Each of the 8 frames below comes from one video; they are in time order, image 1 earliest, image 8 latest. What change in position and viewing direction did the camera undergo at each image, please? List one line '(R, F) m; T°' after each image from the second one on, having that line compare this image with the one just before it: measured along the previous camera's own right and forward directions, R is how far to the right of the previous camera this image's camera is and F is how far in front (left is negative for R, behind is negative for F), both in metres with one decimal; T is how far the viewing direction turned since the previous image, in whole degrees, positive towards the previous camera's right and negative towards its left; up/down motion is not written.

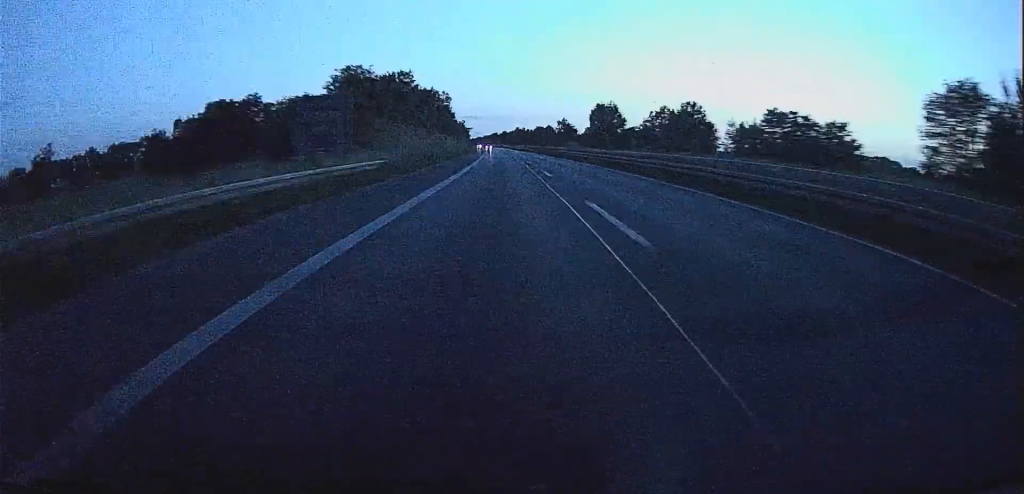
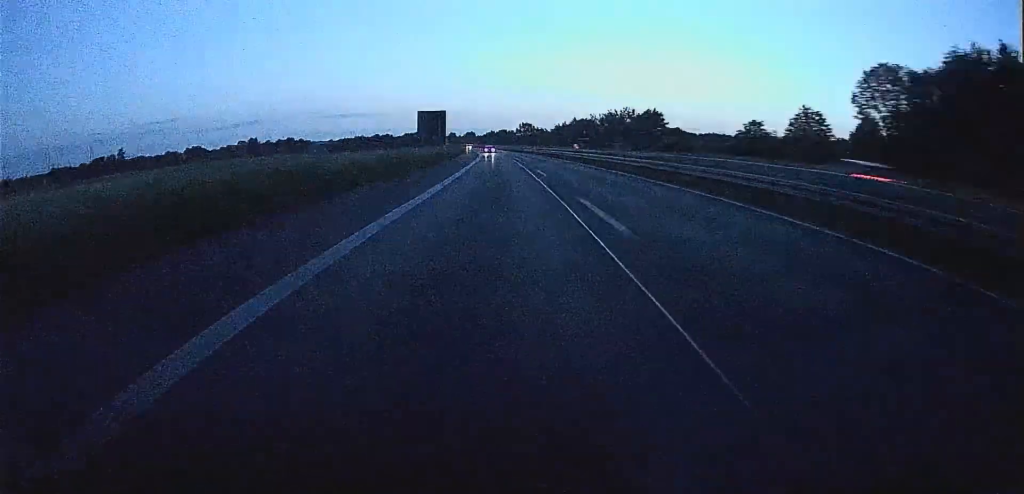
(+43.5, +390.3) m; +12°
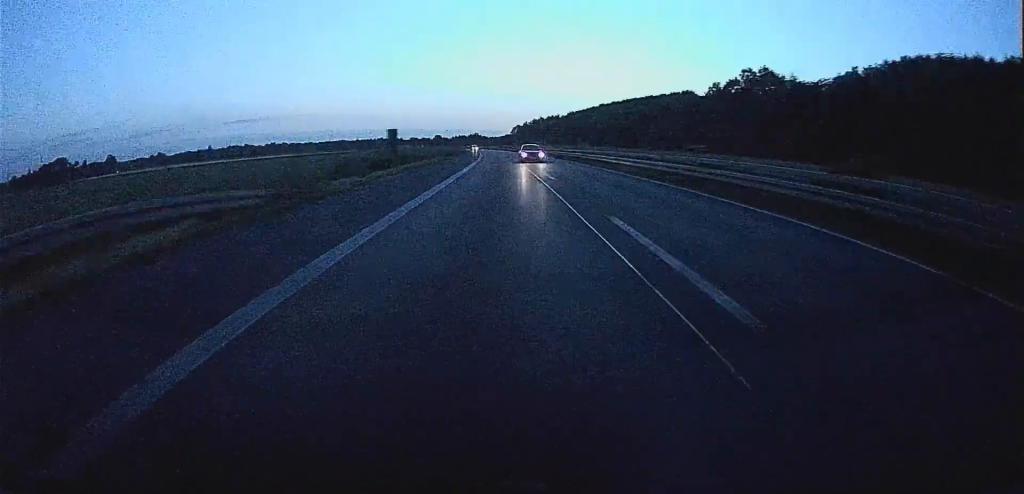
(+26.5, +336.0) m; +9°
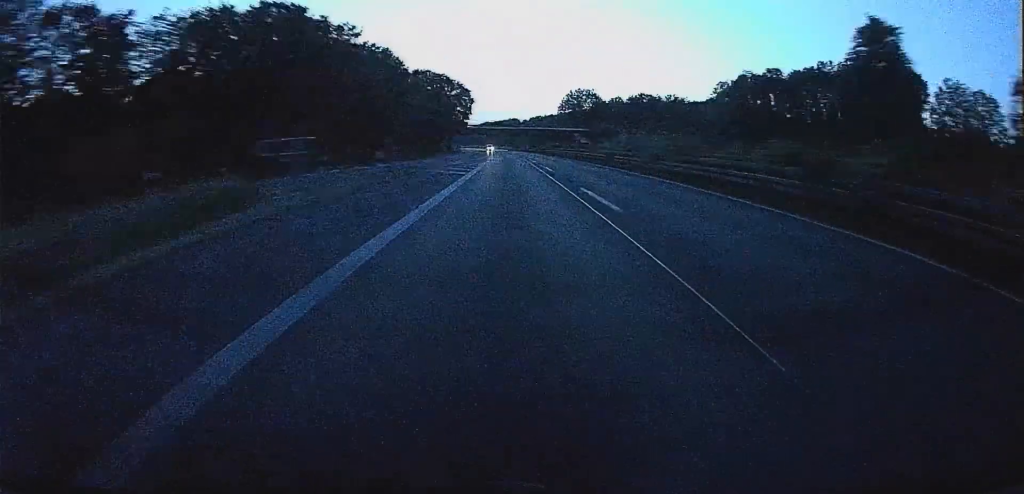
(+36.6, +393.5) m; +10°
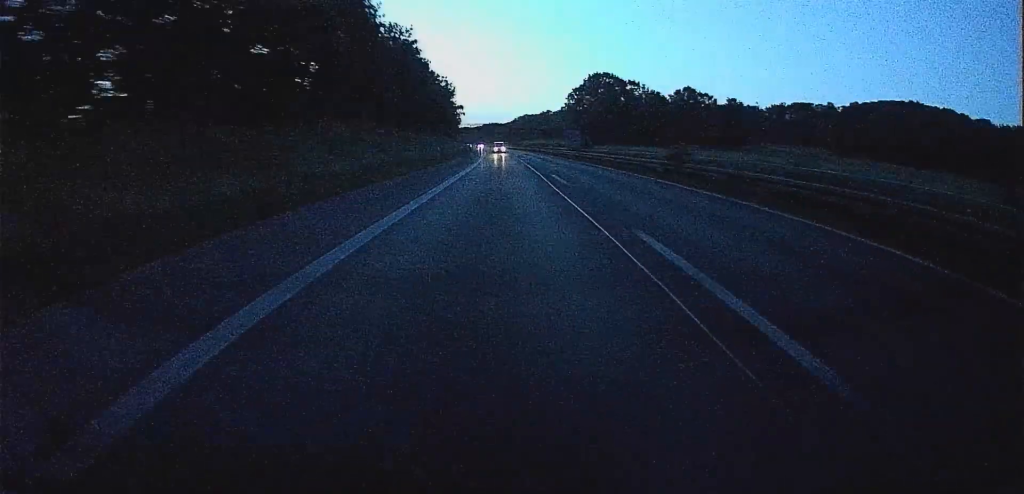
(+132.9, +859.6) m; +19°
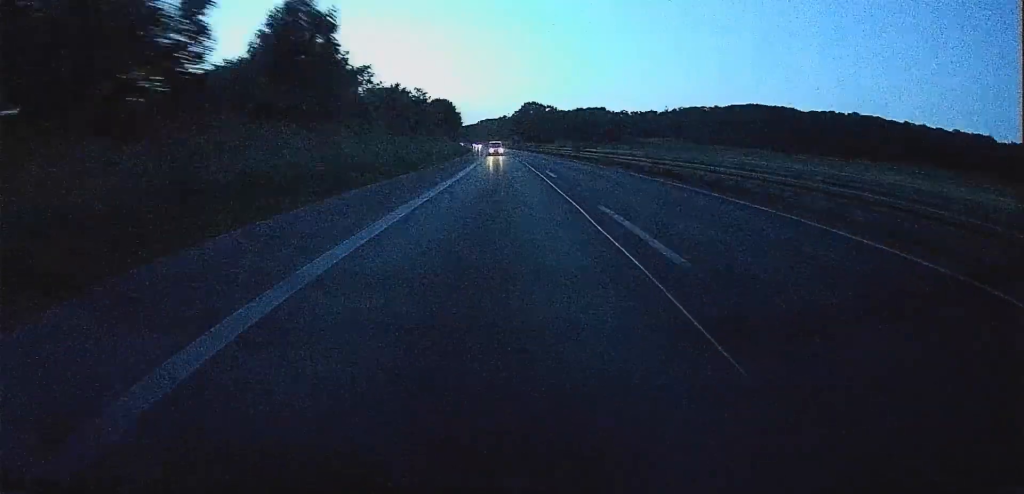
(+11.7, +138.6) m; +4°
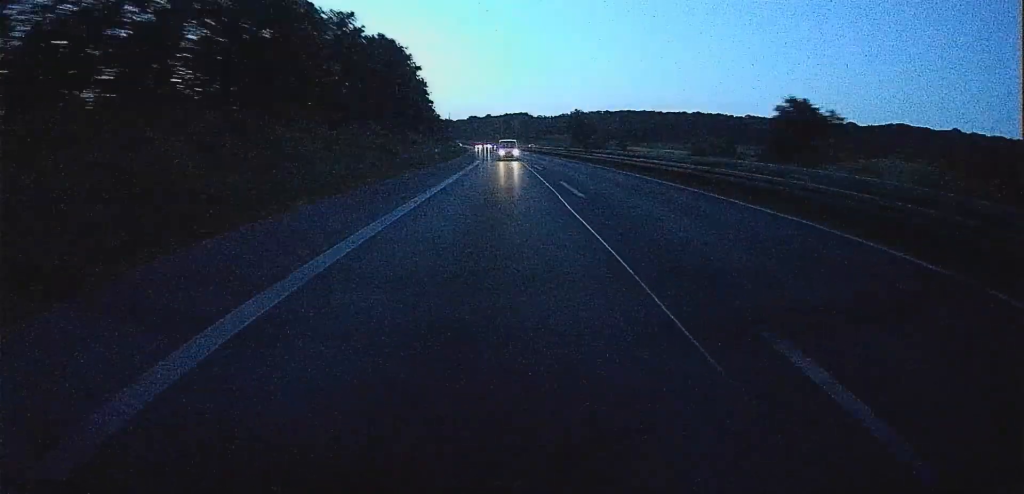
(+4.1, +193.4) m; +6°
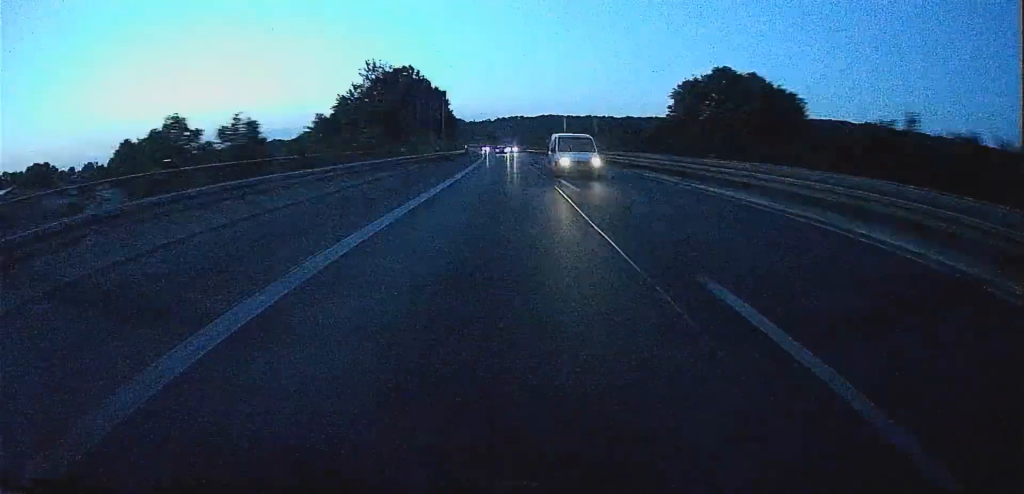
(+17.3, +234.8) m; +6°
